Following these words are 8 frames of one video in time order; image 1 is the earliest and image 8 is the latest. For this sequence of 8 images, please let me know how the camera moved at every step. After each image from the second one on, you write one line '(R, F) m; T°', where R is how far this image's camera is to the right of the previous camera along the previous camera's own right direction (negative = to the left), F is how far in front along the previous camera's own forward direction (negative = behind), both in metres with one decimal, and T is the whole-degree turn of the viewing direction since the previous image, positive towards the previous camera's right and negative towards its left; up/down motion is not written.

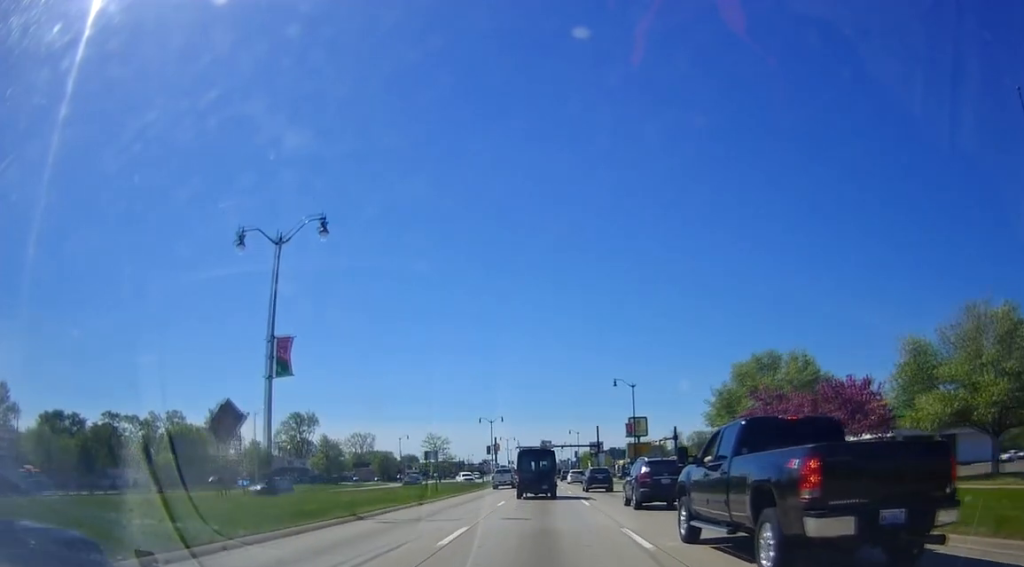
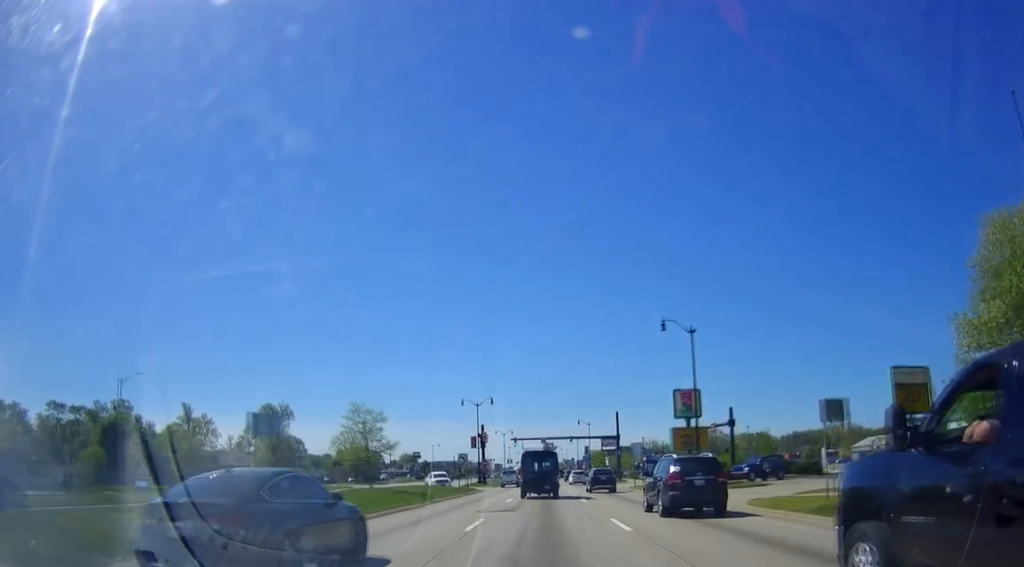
(-0.1, +30.2) m; -2°
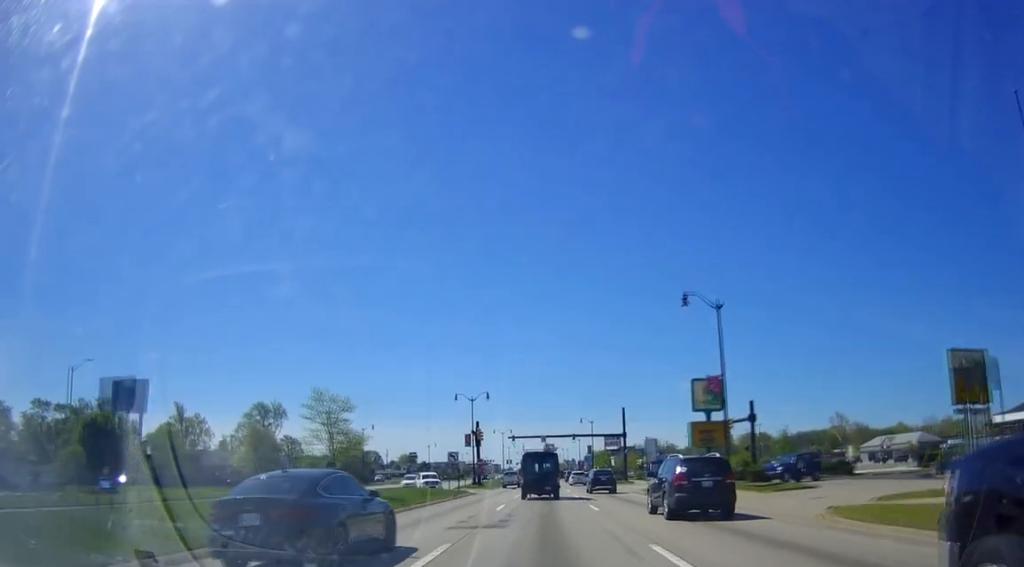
(-0.2, +8.8) m; +1°
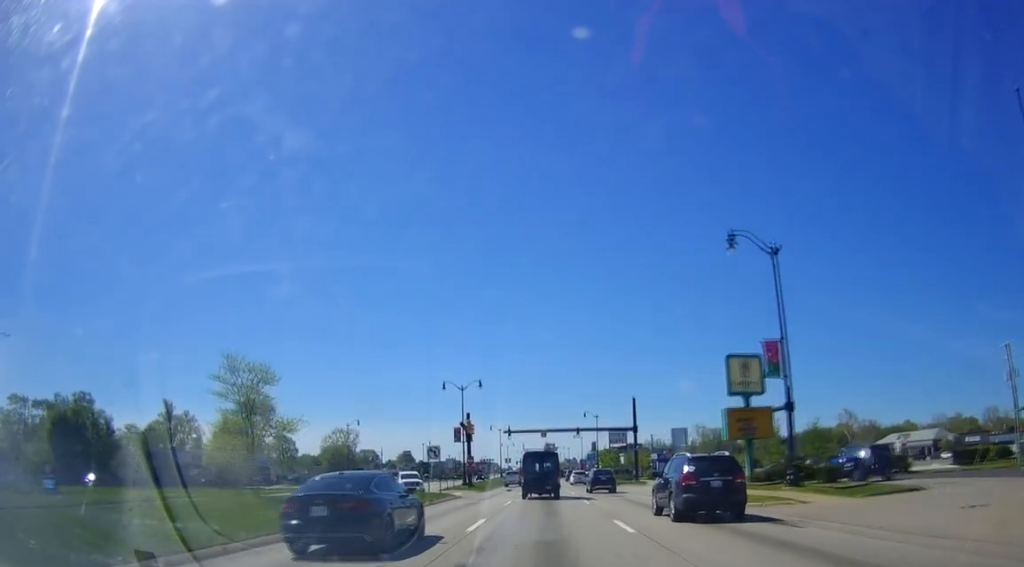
(-0.1, +10.2) m; +2°
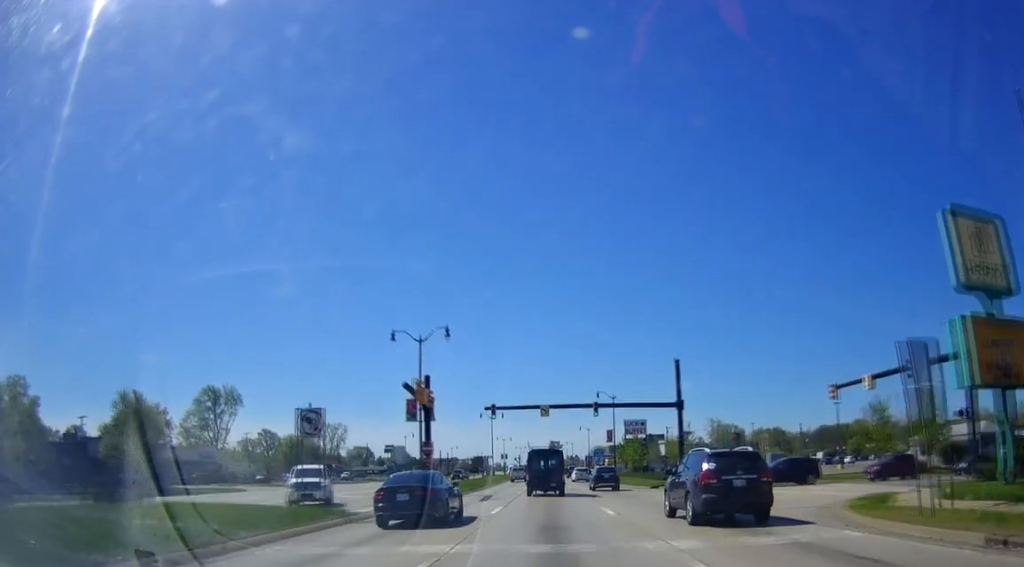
(+1.6, +26.0) m; -1°
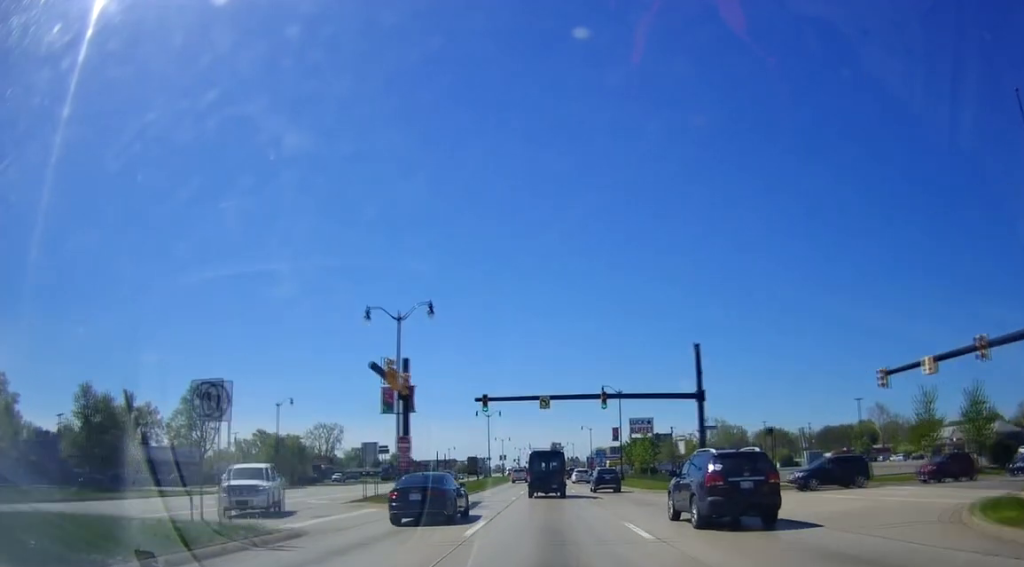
(-0.6, +3.3) m; -4°
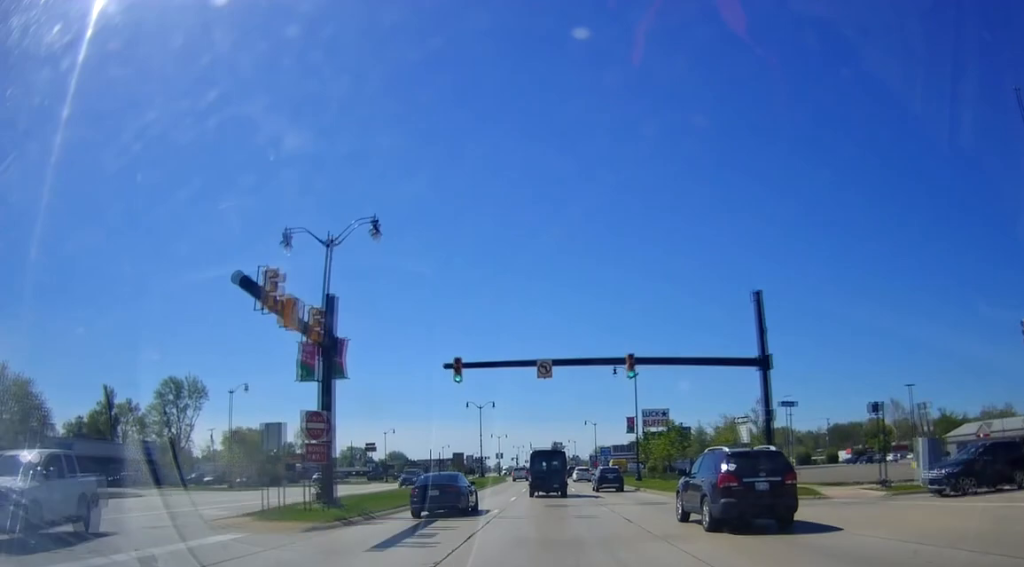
(-0.9, +6.7) m; -3°
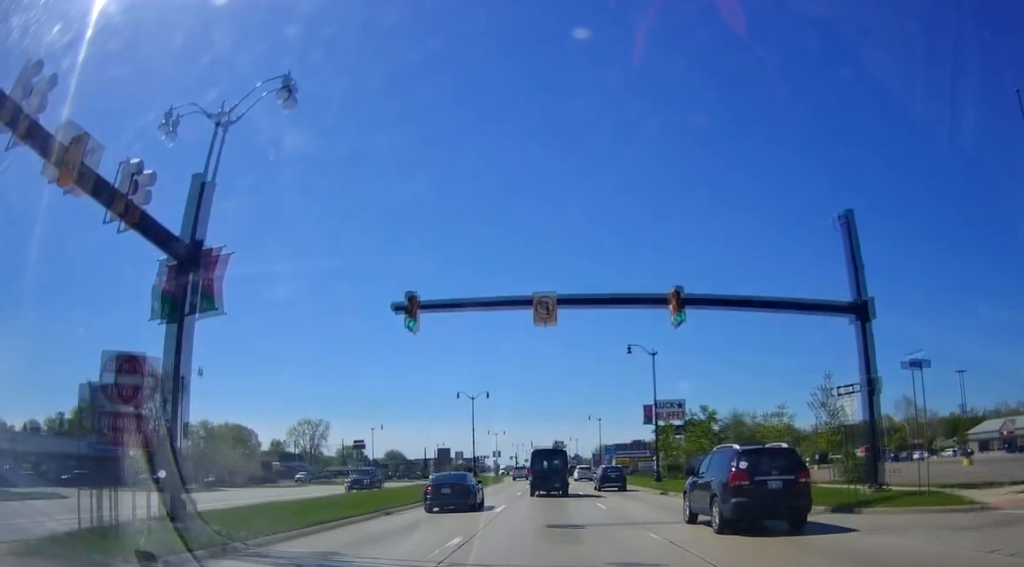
(+0.4, +9.1) m; +5°
